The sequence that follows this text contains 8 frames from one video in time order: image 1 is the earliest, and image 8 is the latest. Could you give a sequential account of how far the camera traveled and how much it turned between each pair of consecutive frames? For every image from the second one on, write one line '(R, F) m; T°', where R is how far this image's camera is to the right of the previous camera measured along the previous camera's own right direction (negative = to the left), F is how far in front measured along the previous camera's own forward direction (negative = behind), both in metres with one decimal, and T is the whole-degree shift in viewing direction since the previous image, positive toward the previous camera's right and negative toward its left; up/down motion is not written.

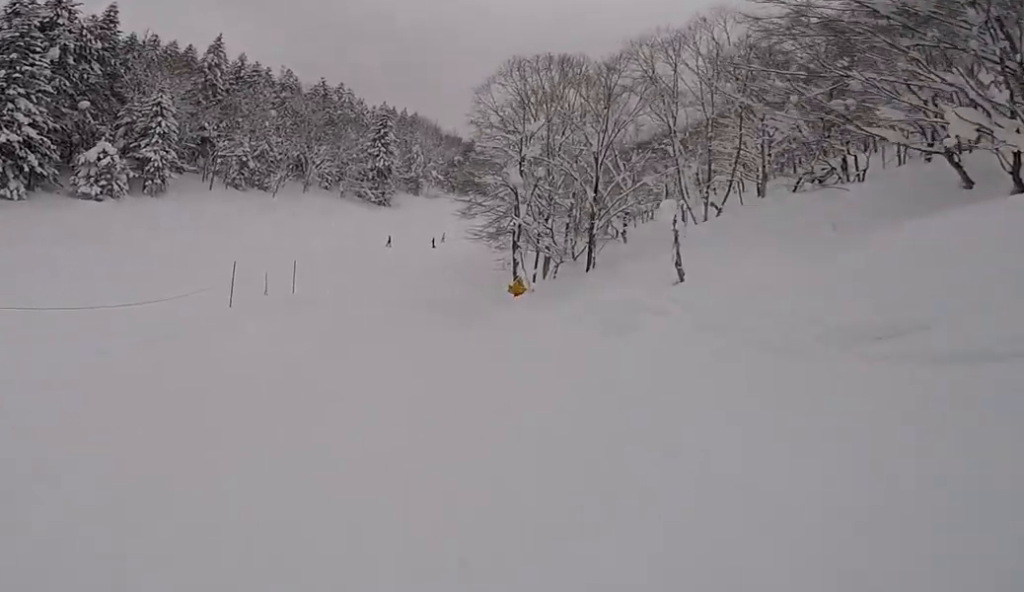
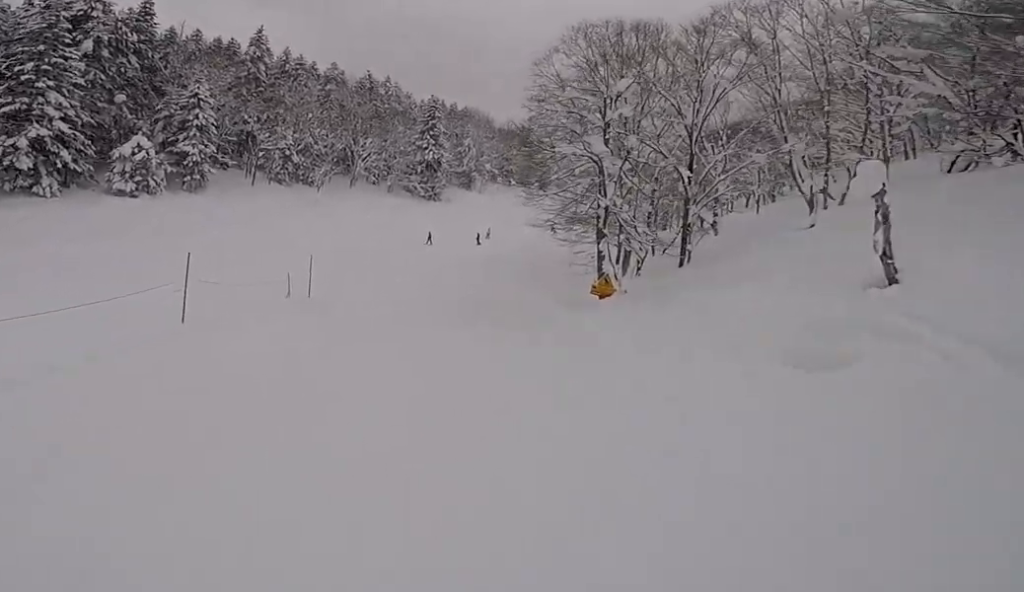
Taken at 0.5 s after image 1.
(0.0, +4.3) m; -3°
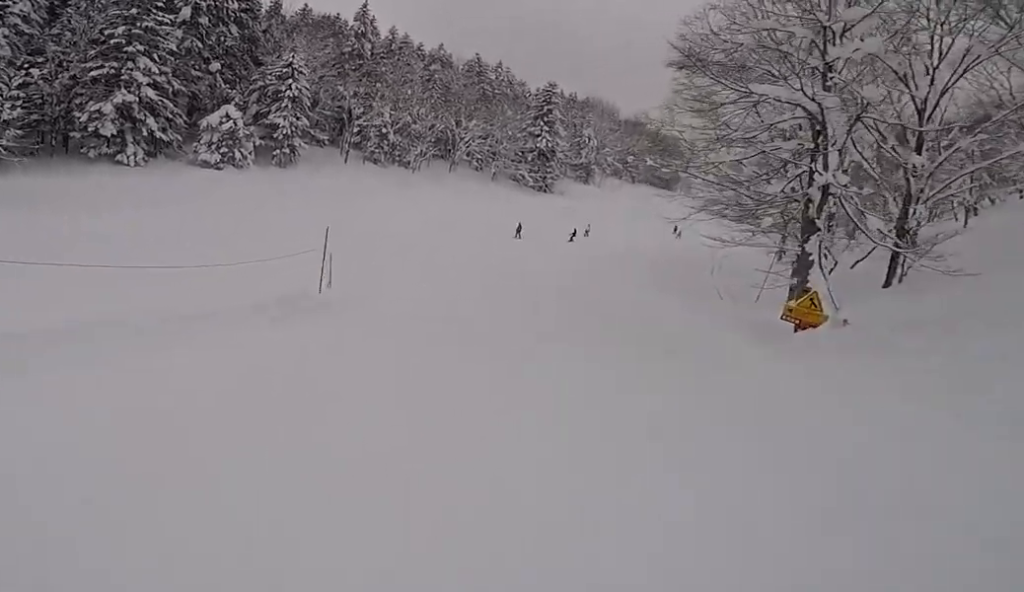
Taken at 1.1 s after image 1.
(+0.1, +5.4) m; -6°
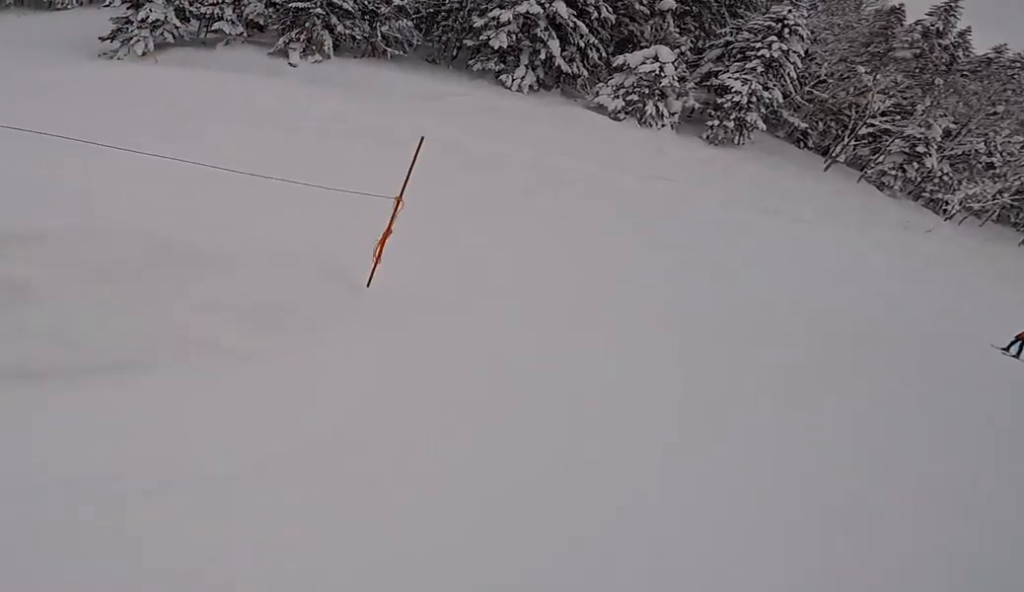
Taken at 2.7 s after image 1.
(-3.1, +10.7) m; -46°
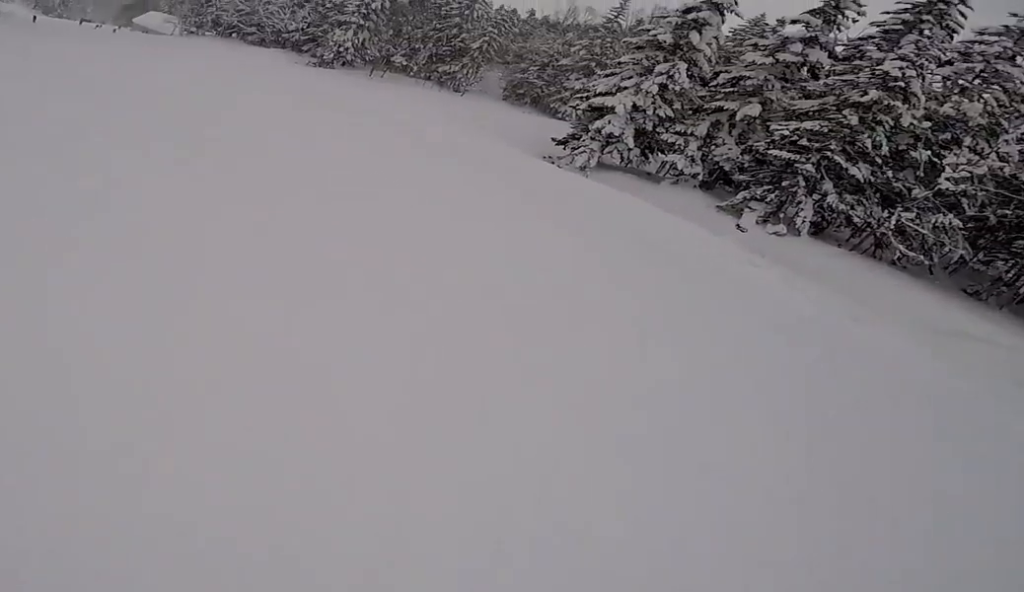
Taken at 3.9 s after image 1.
(-3.0, +6.4) m; -45°
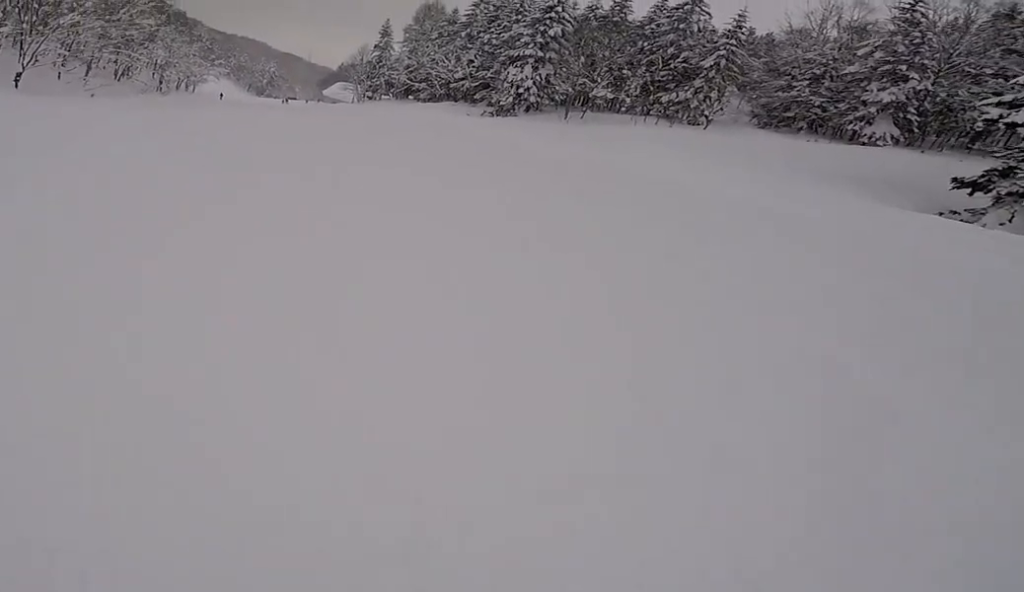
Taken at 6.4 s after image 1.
(-7.5, +12.9) m; -44°
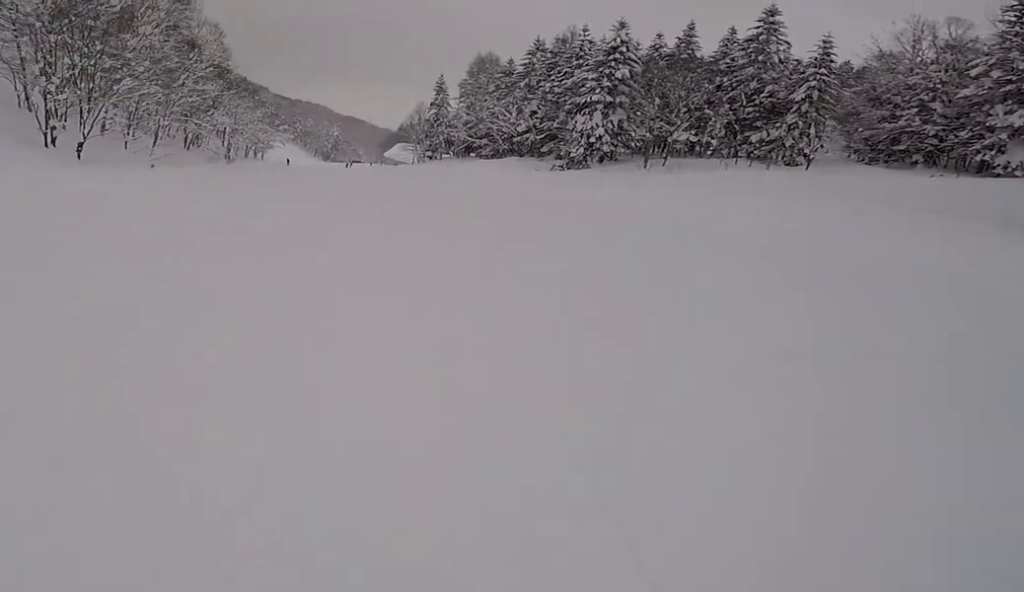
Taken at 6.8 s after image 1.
(0.0, +2.9) m; 0°
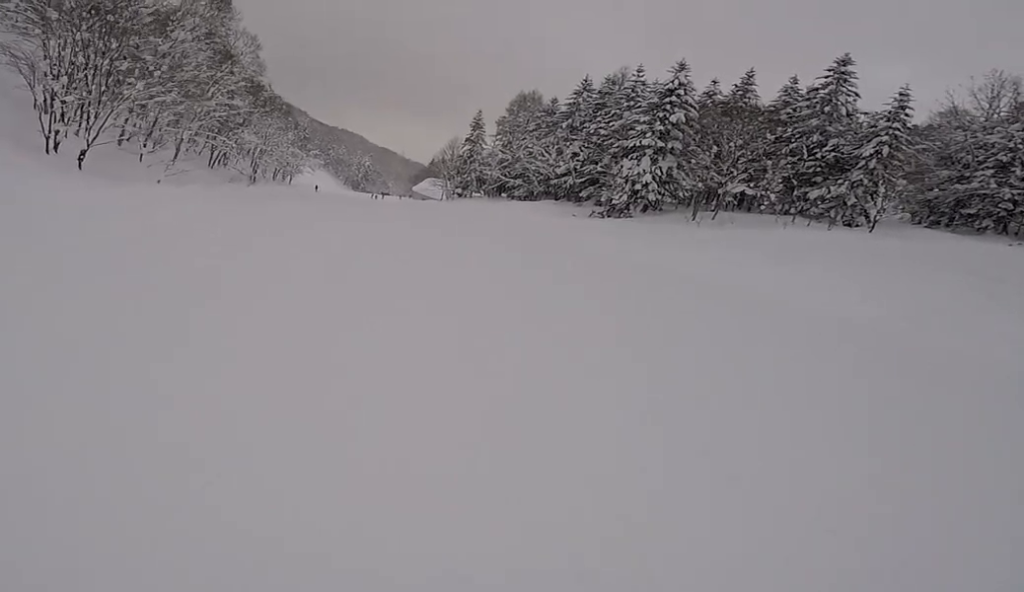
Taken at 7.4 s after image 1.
(0.0, +4.0) m; 0°
